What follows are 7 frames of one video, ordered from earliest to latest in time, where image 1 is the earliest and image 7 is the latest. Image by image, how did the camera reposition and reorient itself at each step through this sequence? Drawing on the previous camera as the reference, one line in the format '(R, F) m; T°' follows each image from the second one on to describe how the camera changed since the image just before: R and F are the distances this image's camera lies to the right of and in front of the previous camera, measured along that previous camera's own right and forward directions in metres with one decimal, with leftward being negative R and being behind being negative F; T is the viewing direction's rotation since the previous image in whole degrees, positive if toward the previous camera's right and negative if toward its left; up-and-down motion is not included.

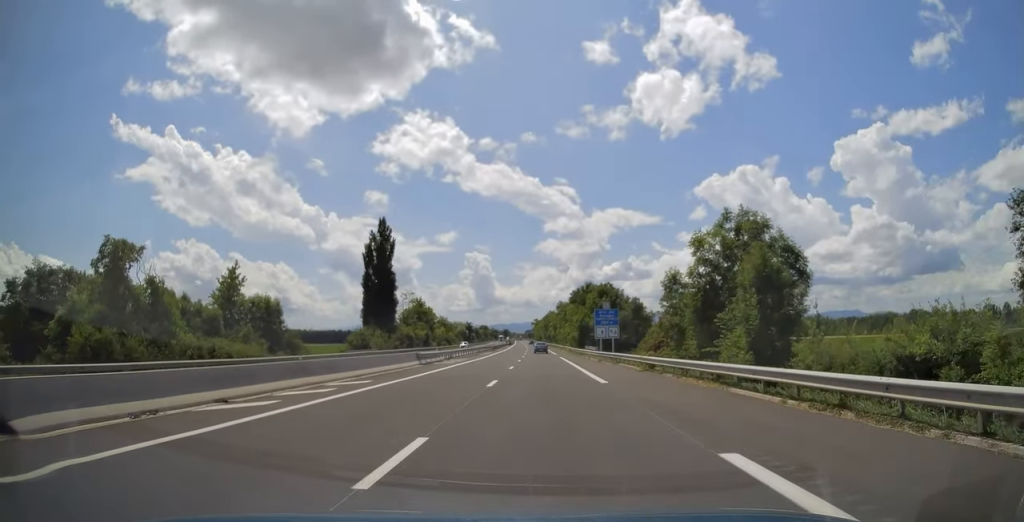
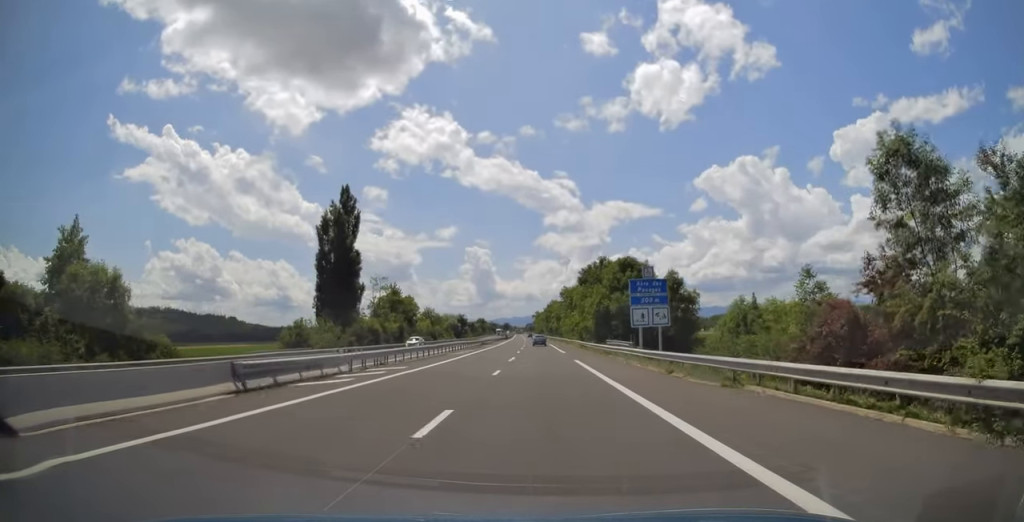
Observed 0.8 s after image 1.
(-0.4, +24.1) m; 0°
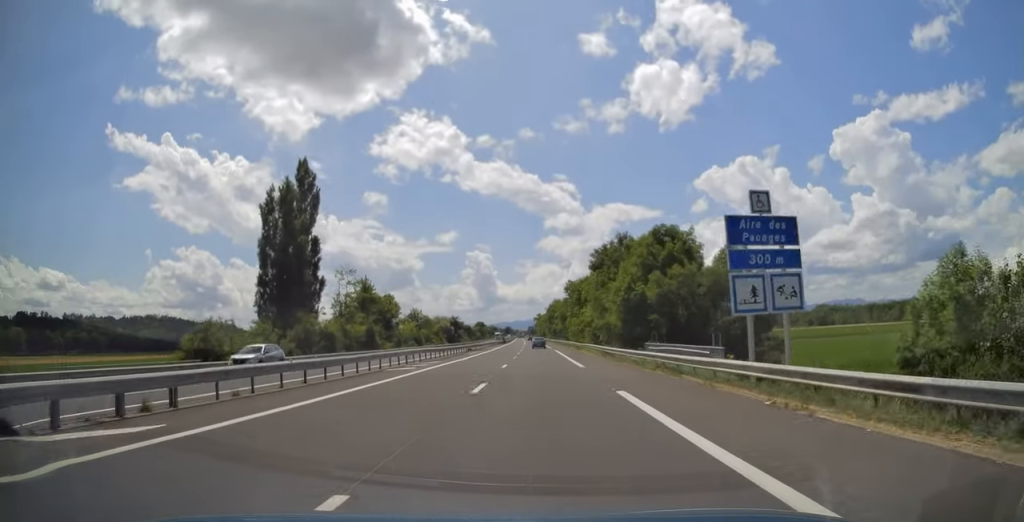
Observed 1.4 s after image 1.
(+0.2, +19.4) m; 0°
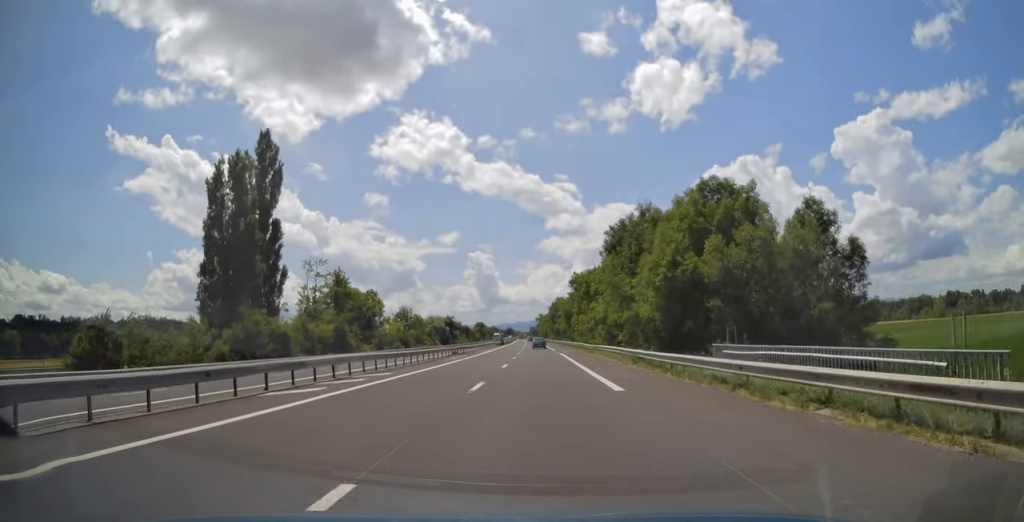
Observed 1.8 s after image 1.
(+0.2, +13.1) m; 0°
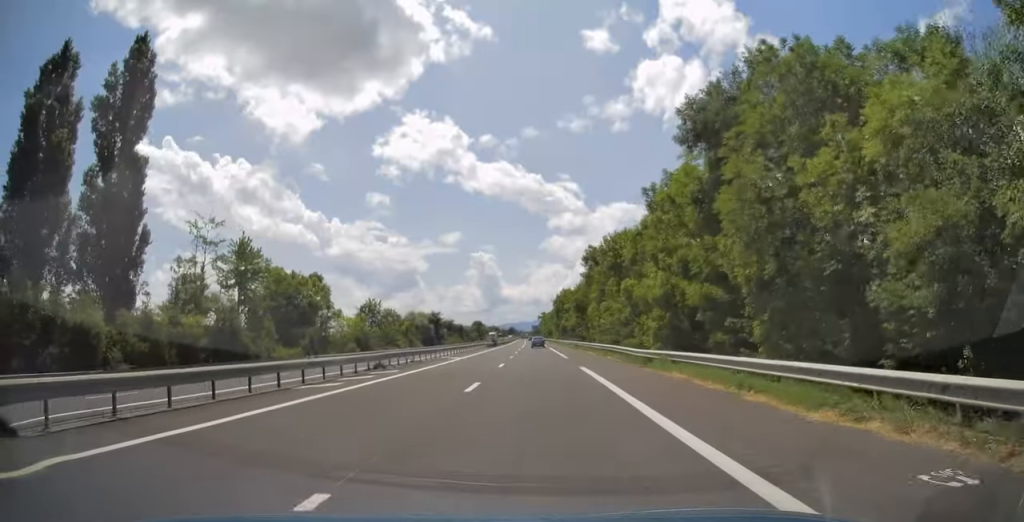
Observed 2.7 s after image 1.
(-0.3, +27.2) m; -1°
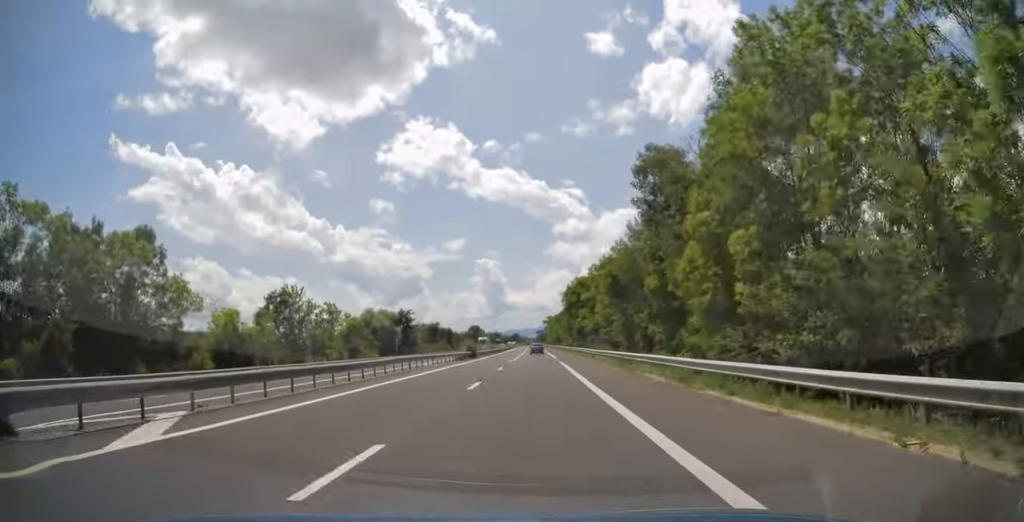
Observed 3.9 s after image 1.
(-0.1, +37.2) m; 0°
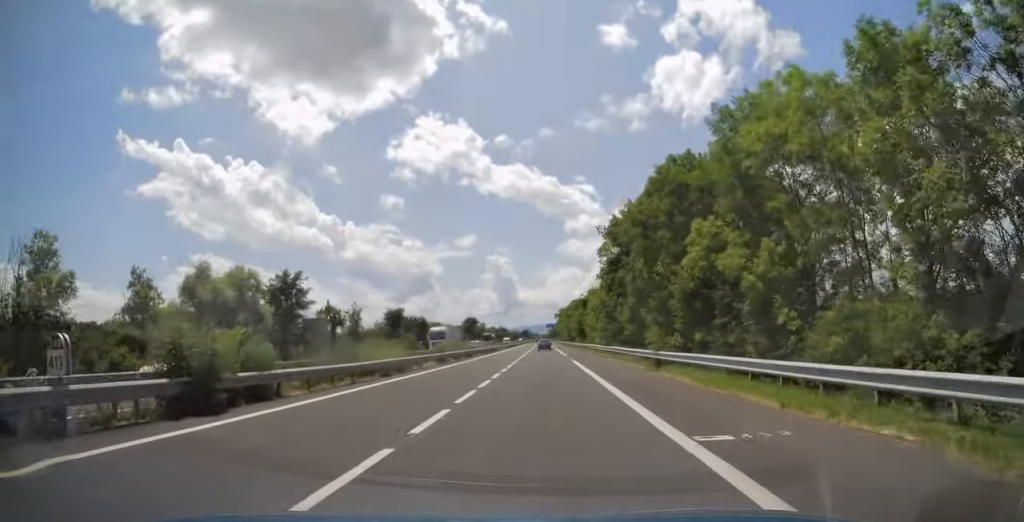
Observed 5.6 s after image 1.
(-0.3, +54.1) m; -1°
